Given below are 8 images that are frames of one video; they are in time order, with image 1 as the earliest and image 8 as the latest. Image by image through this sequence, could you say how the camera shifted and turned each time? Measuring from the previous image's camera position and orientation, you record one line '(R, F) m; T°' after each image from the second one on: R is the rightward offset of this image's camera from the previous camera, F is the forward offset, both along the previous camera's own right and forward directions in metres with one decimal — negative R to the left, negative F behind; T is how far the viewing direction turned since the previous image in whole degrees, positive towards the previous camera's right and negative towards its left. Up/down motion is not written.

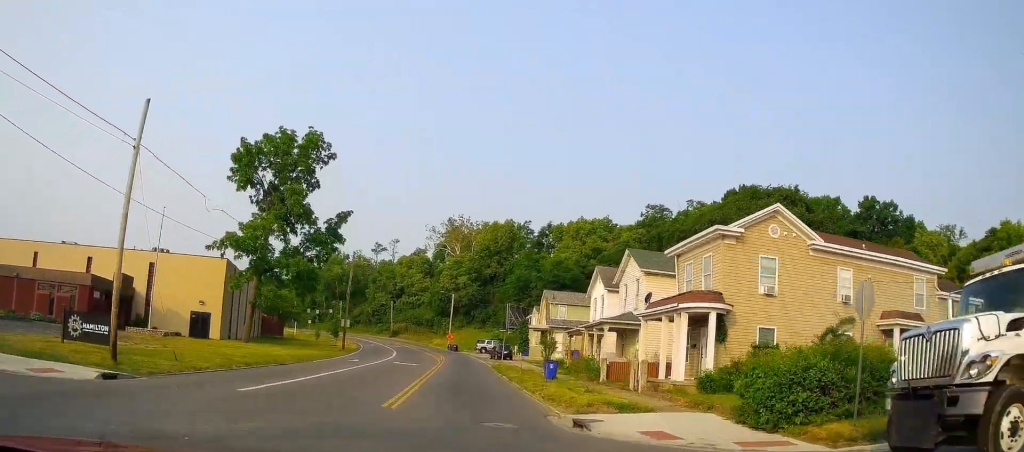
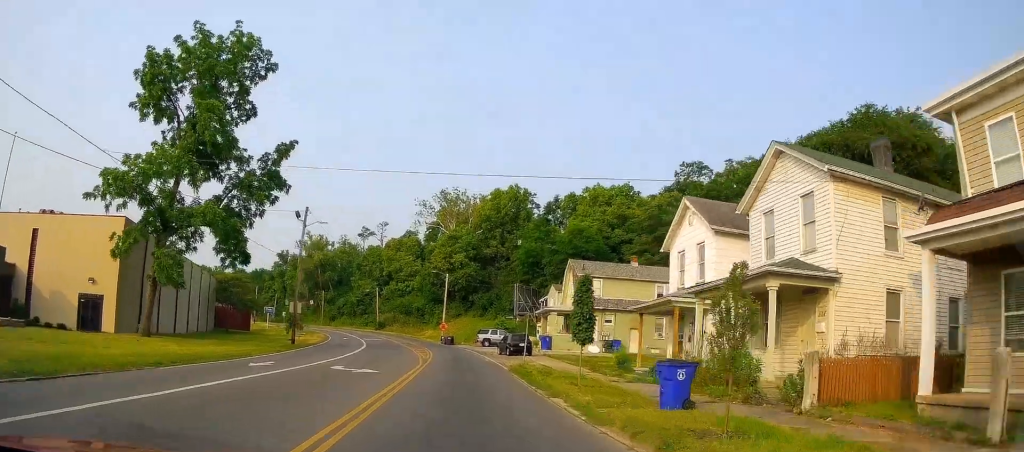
(+0.3, +18.4) m; -1°
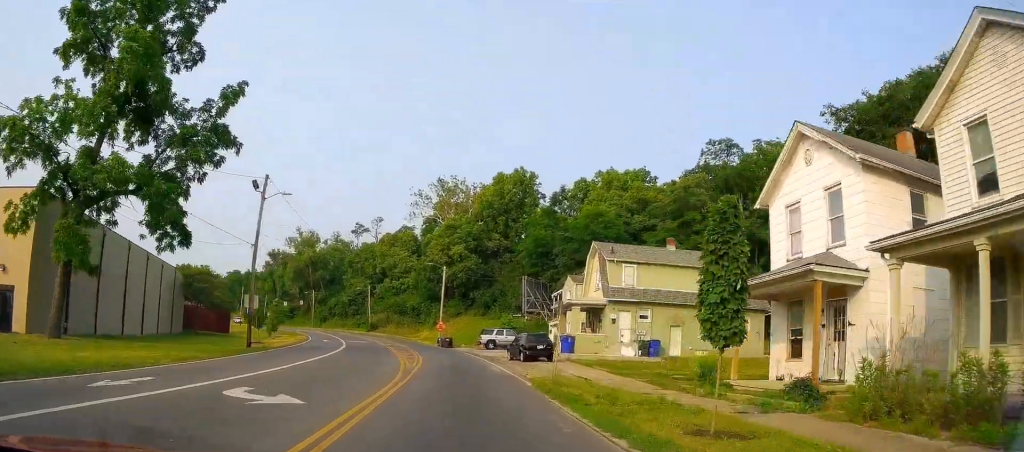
(0.0, +9.7) m; -1°
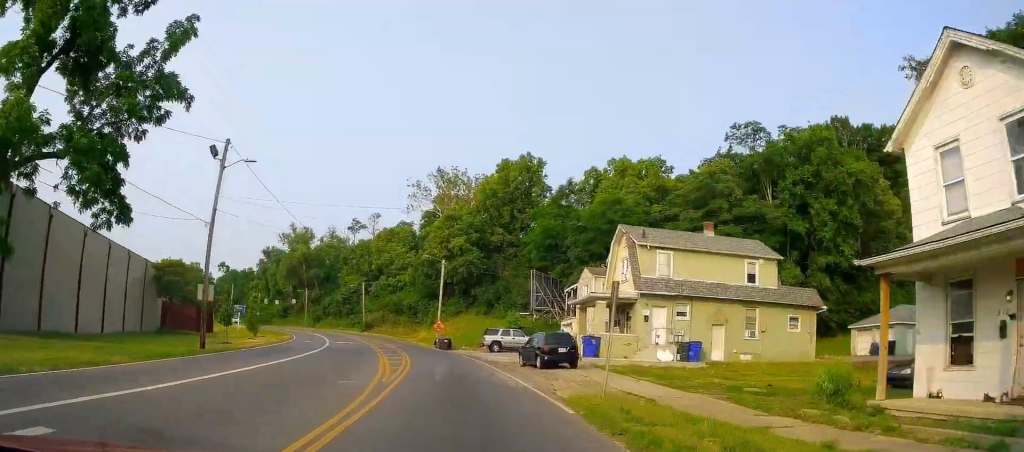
(-0.4, +6.8) m; -1°
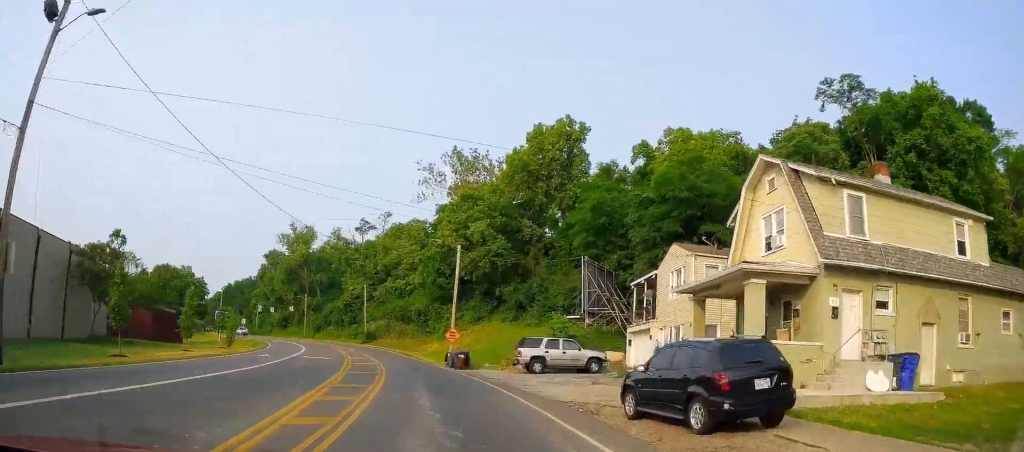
(-0.1, +15.9) m; -1°
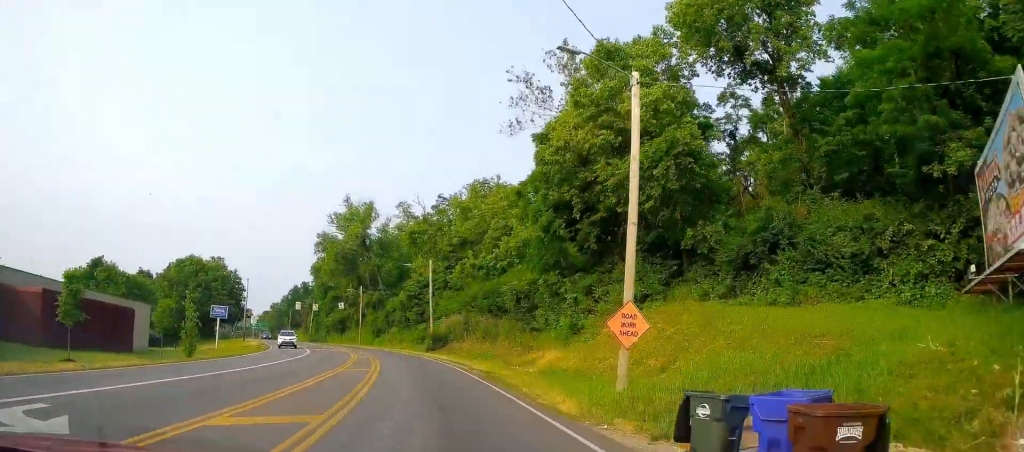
(-1.1, +30.0) m; -7°
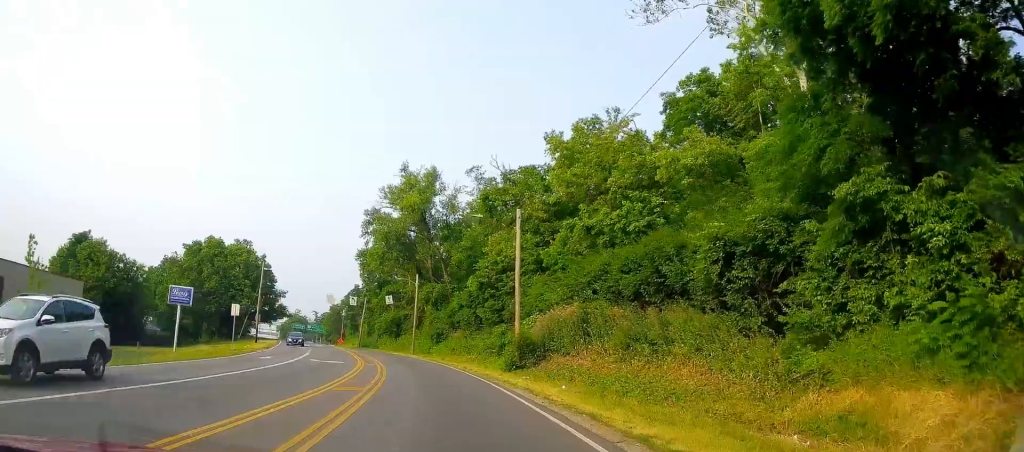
(-1.8, +23.3) m; -10°
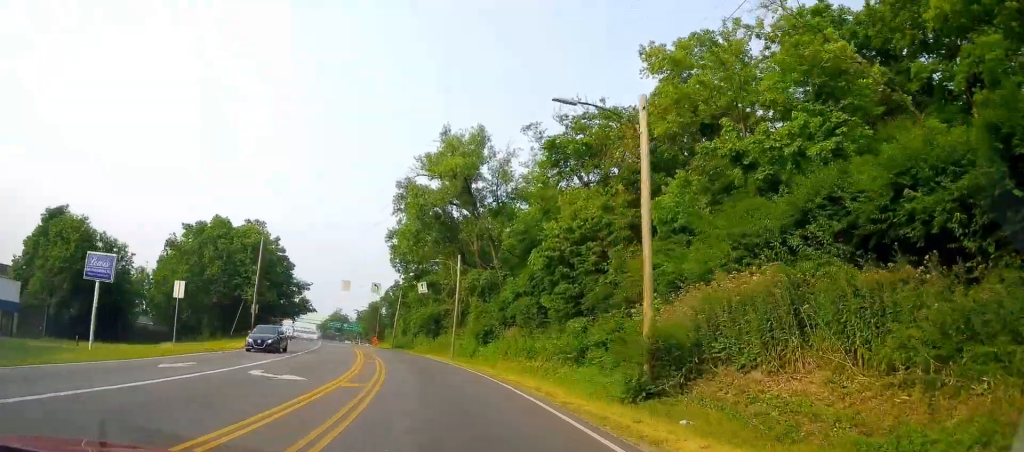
(-0.9, +15.0) m; -5°
